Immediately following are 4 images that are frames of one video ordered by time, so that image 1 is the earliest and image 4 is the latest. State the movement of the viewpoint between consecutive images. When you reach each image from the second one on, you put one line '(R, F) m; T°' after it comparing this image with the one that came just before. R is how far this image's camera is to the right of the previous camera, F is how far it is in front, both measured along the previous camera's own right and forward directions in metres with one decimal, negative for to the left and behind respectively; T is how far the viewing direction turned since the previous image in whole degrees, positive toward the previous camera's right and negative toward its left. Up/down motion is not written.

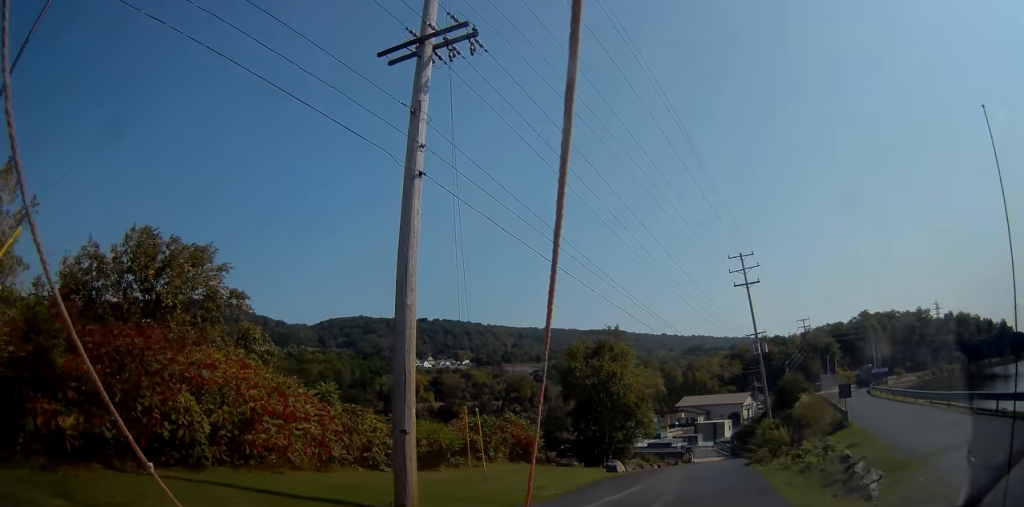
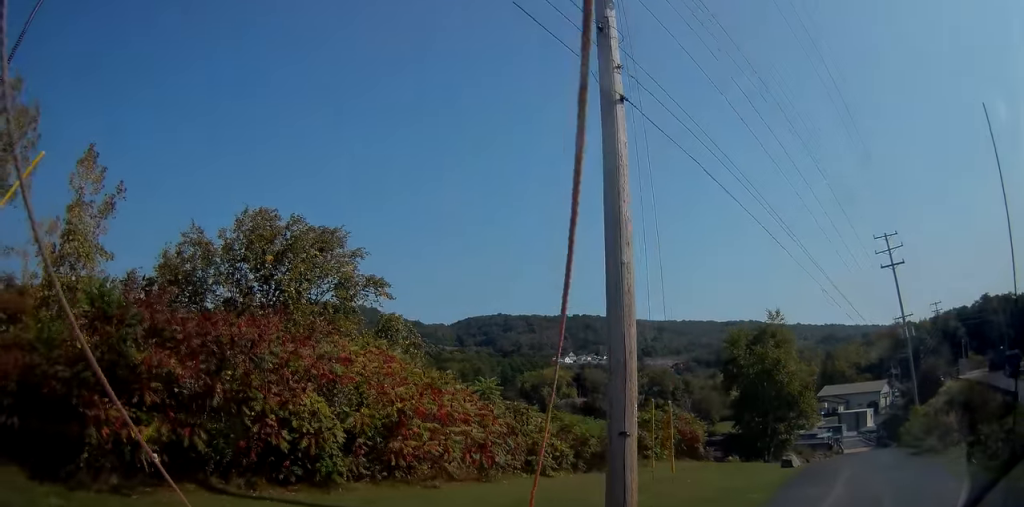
(-0.2, +3.0) m; -15°
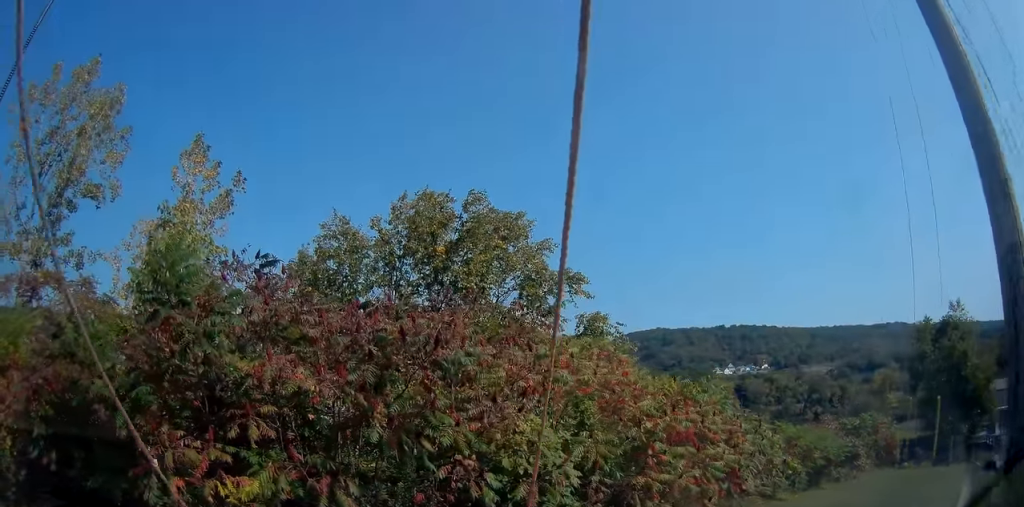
(-0.4, +3.7) m; -5°
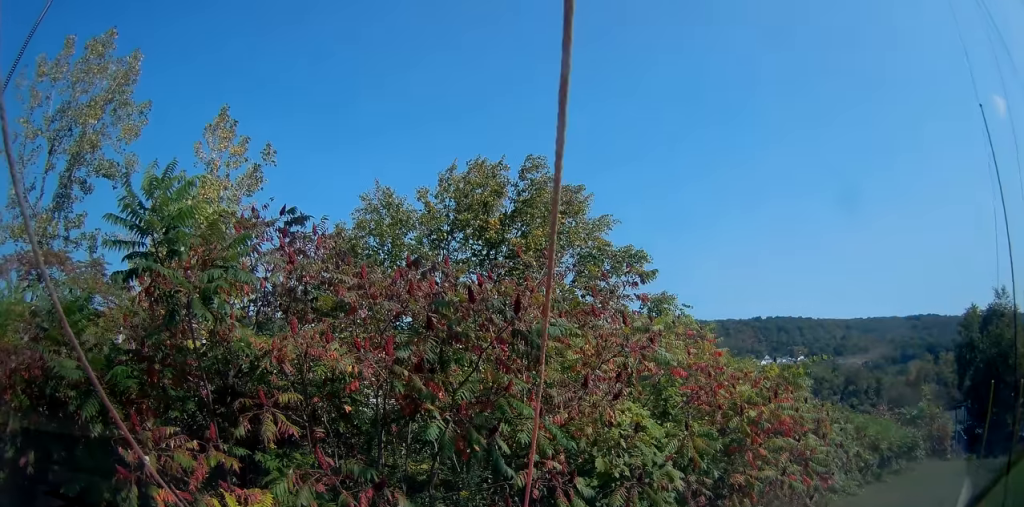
(-0.2, +1.2) m; 0°
